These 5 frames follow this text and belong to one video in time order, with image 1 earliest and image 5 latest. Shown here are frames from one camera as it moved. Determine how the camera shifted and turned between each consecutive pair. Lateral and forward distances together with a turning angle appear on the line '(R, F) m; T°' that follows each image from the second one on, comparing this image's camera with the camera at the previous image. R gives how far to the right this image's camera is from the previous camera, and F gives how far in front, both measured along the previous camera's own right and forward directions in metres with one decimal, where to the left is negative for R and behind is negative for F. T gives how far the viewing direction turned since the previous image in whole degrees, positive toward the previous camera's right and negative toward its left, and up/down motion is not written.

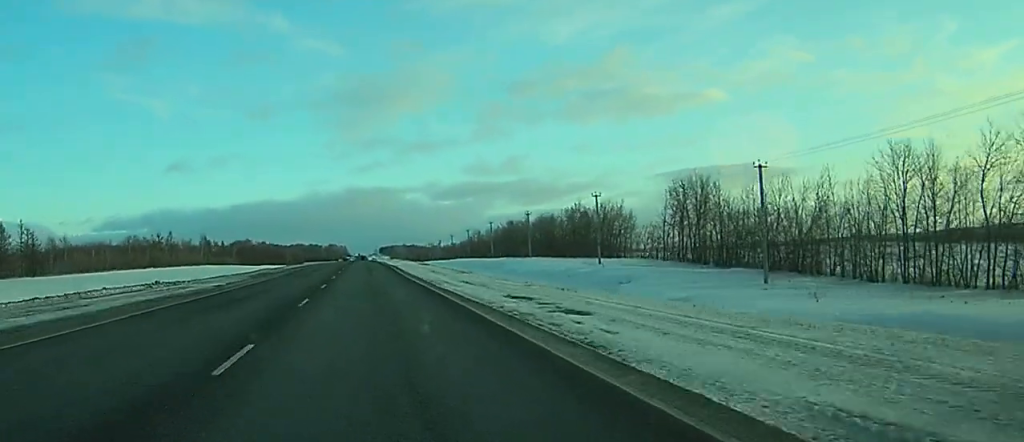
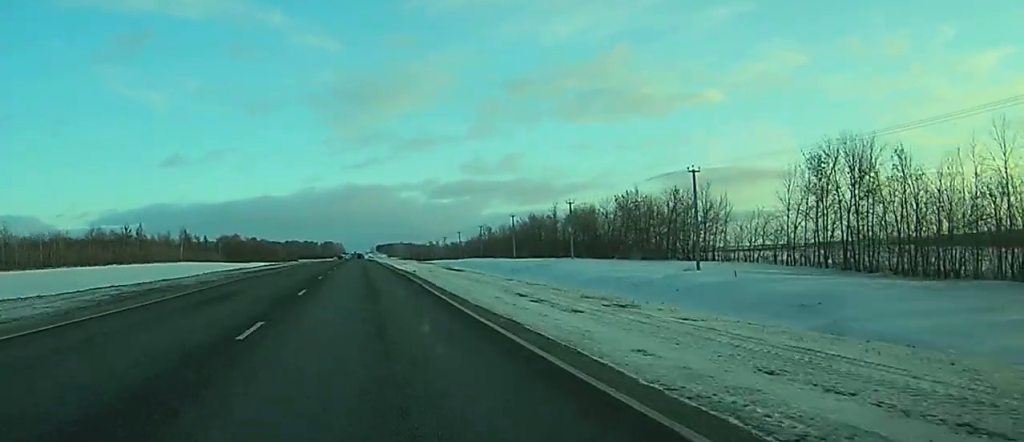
(0.0, +32.8) m; 0°
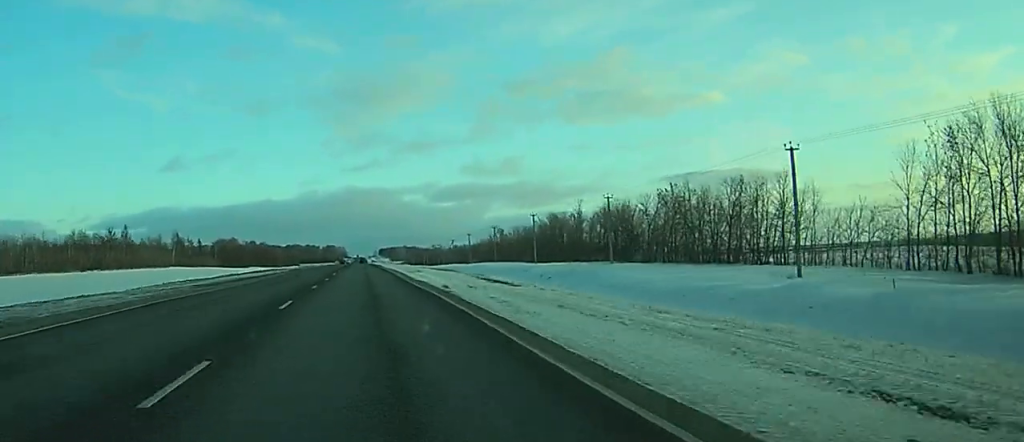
(0.0, +17.4) m; 0°
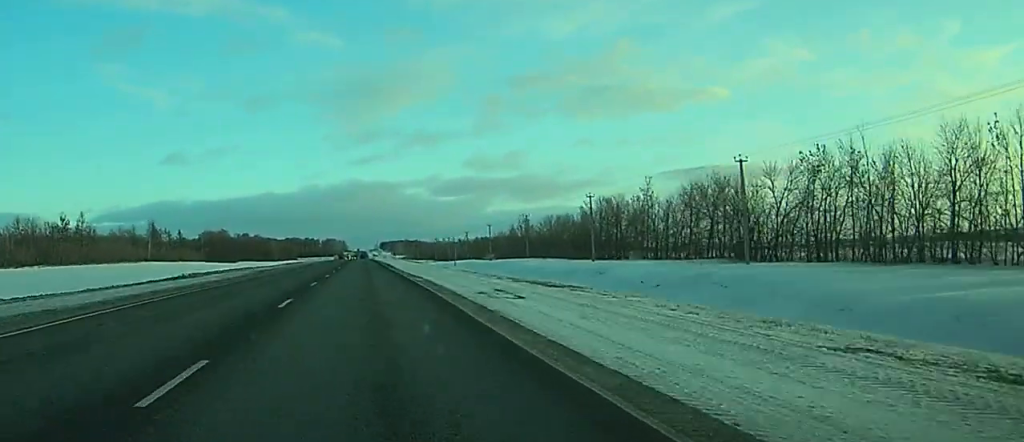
(0.0, +35.8) m; 0°
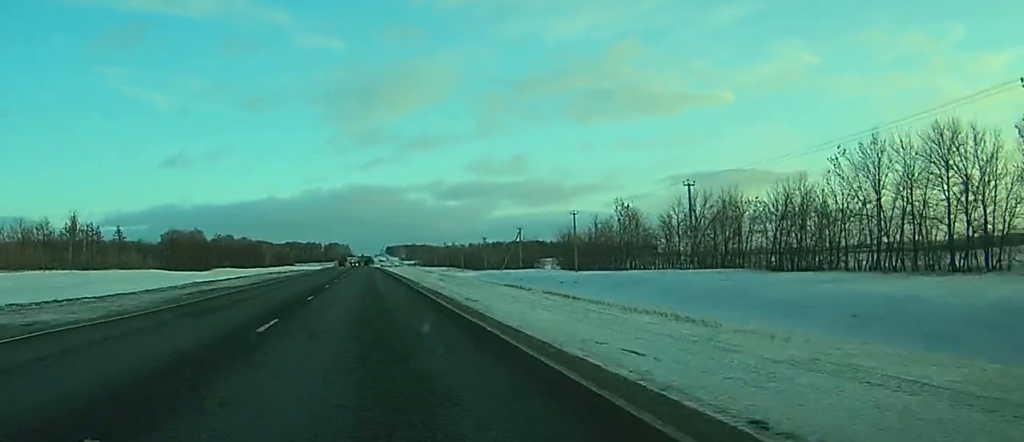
(-0.3, +75.7) m; 0°
